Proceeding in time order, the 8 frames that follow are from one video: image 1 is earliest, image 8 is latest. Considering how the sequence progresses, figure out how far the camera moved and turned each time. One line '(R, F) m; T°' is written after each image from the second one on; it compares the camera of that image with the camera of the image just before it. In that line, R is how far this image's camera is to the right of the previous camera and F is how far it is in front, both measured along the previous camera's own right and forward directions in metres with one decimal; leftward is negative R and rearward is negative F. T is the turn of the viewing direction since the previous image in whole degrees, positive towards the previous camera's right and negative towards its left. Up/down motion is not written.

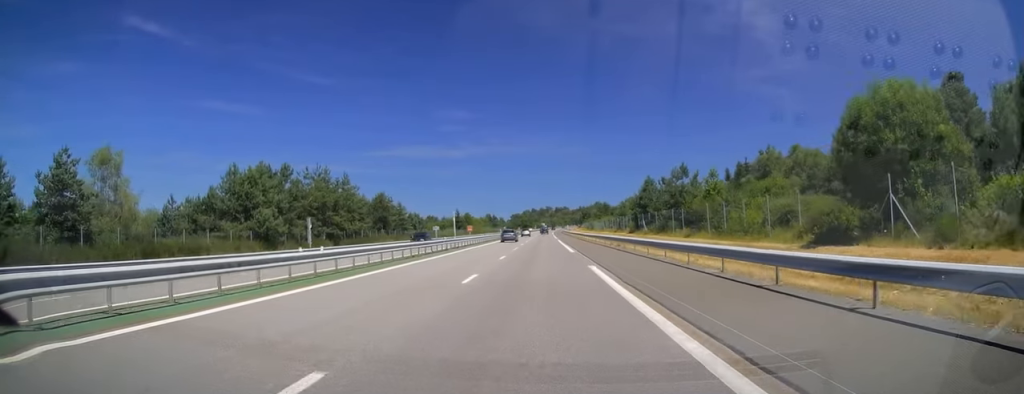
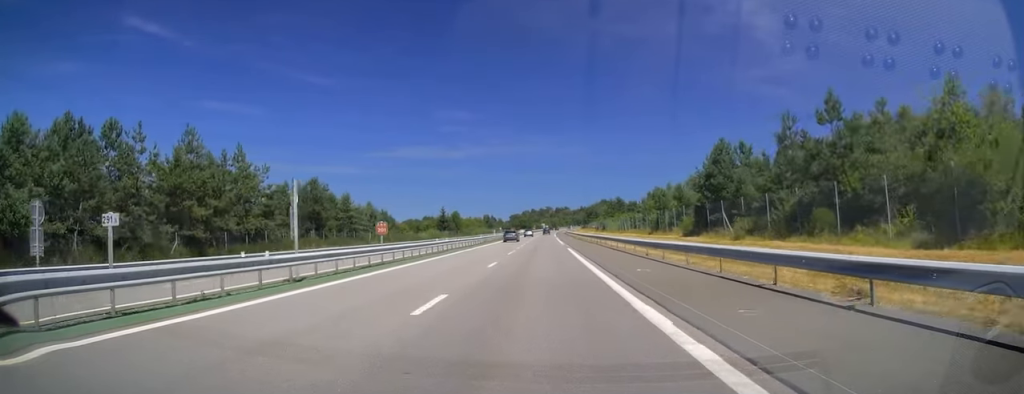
(0.0, +31.9) m; 0°
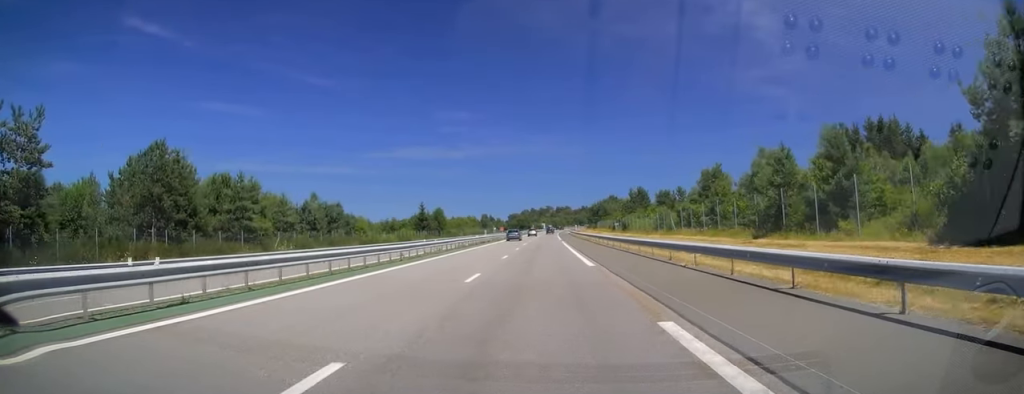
(0.0, +32.9) m; 0°
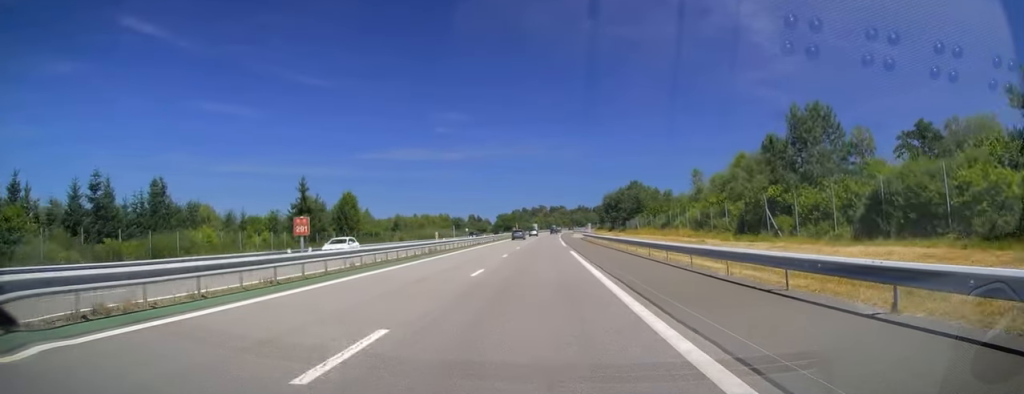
(+0.4, +75.8) m; +1°
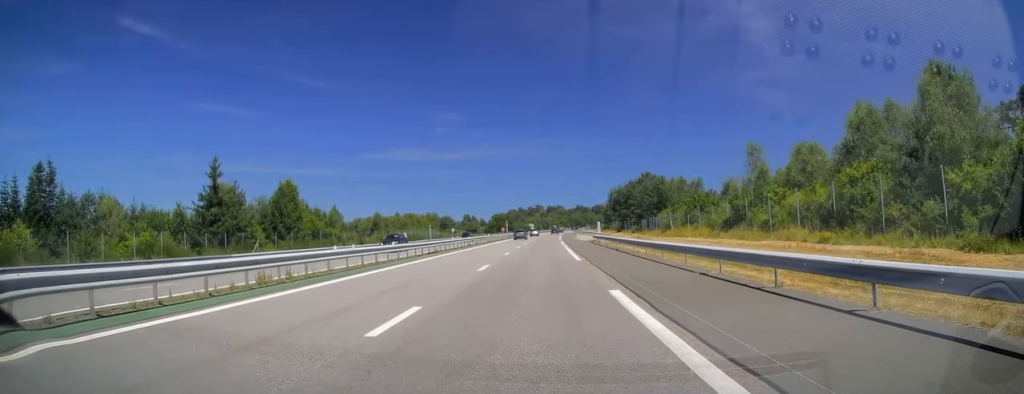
(+0.3, +23.4) m; +1°
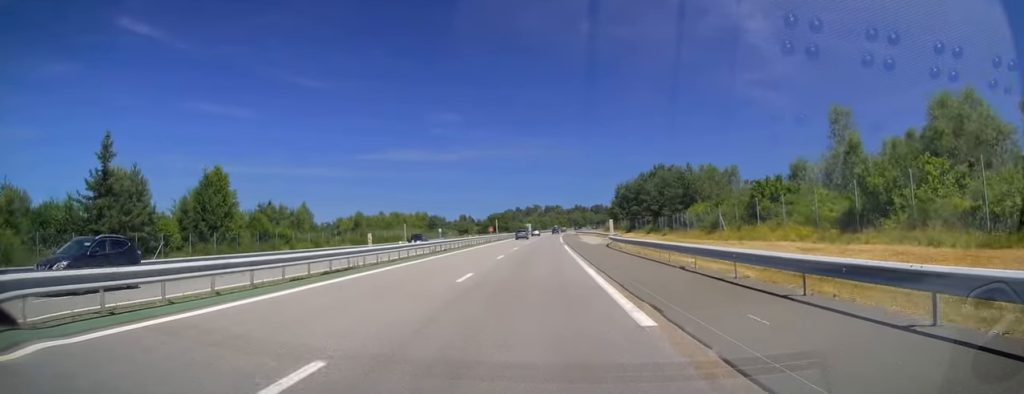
(0.0, +17.6) m; 0°
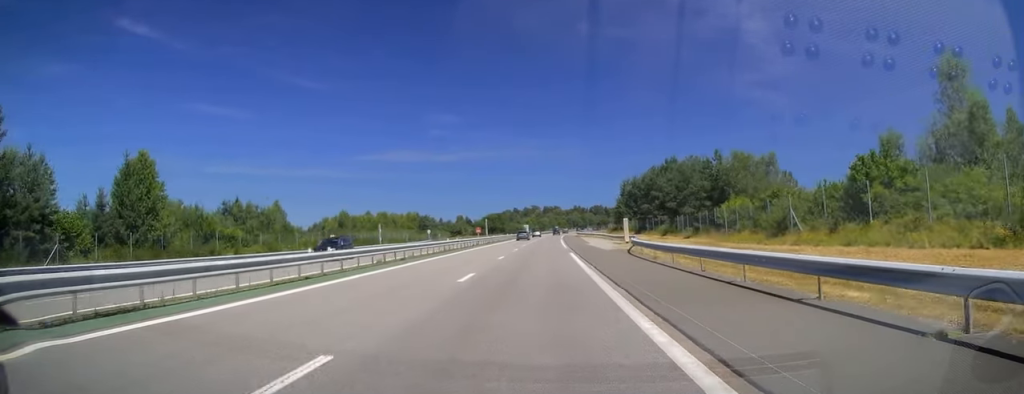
(0.0, +12.7) m; 0°
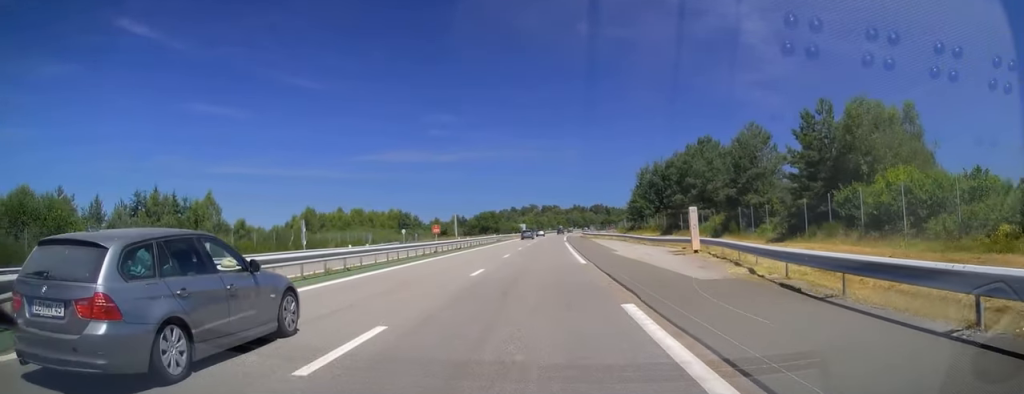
(0.0, +23.9) m; 0°
